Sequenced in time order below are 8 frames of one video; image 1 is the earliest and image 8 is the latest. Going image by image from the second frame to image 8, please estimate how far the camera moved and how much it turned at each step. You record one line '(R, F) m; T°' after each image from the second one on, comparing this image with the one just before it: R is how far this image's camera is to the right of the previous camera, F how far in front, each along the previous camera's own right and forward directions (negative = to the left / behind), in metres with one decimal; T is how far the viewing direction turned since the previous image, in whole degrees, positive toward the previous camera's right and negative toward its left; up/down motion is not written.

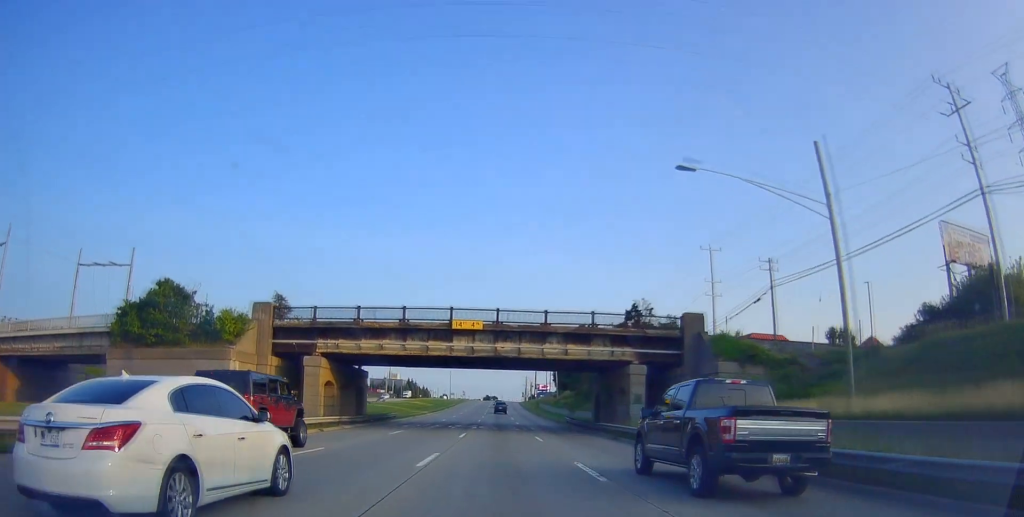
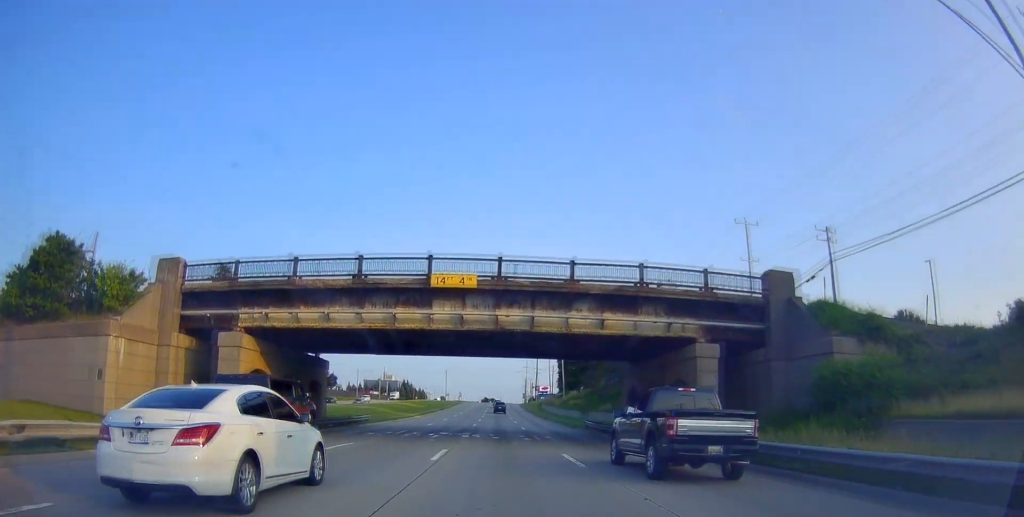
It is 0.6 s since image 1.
(-0.1, +12.6) m; 0°
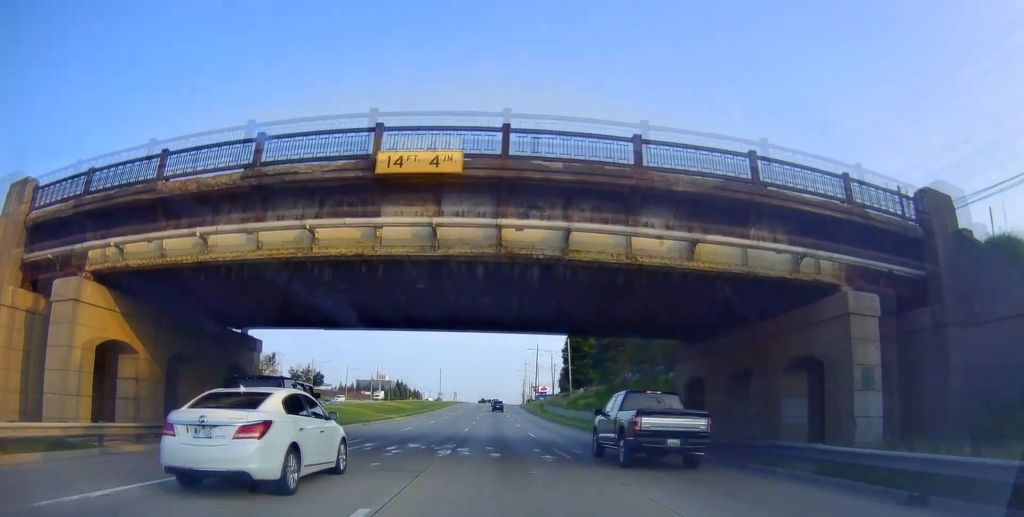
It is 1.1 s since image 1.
(-0.2, +11.9) m; 0°
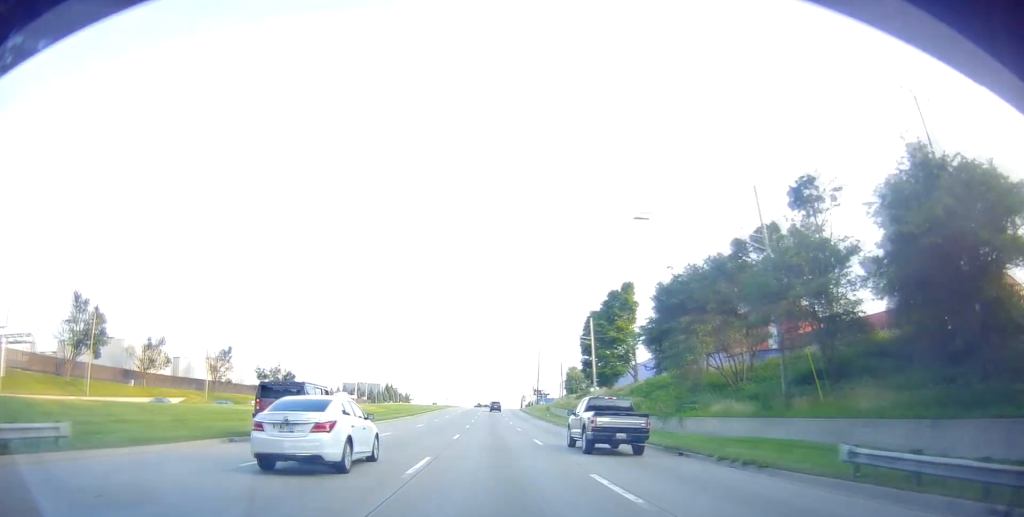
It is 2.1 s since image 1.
(+0.3, +23.1) m; -1°
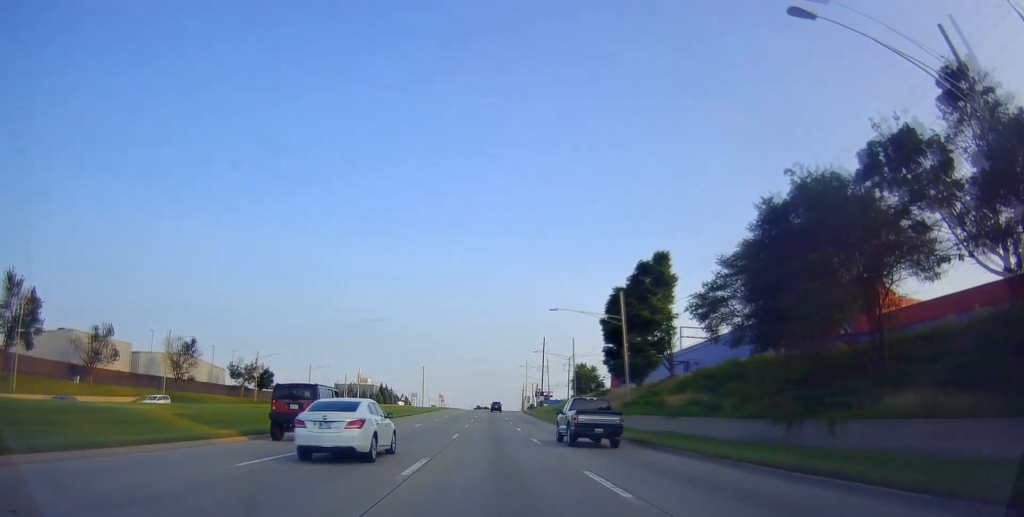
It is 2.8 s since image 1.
(-0.6, +15.7) m; 0°
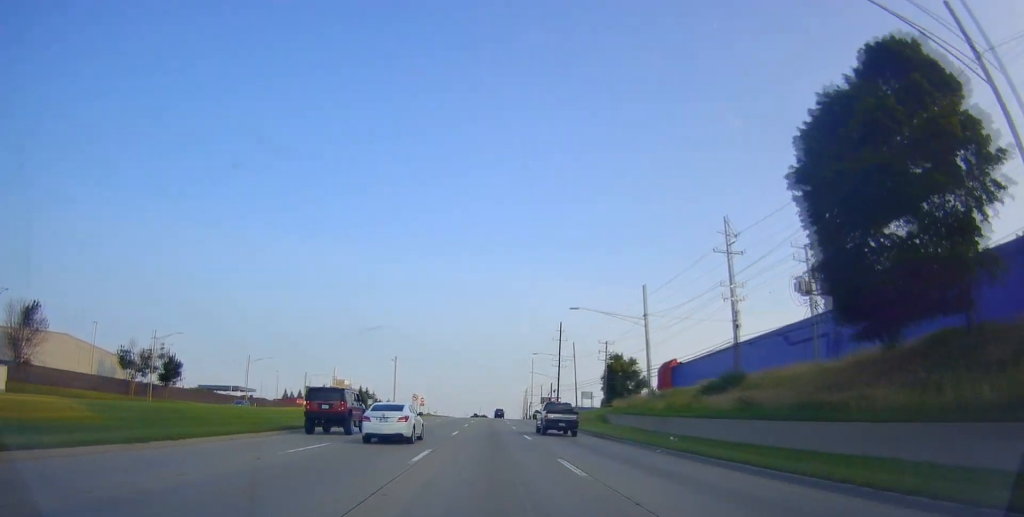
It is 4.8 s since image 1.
(+0.1, +43.7) m; 0°
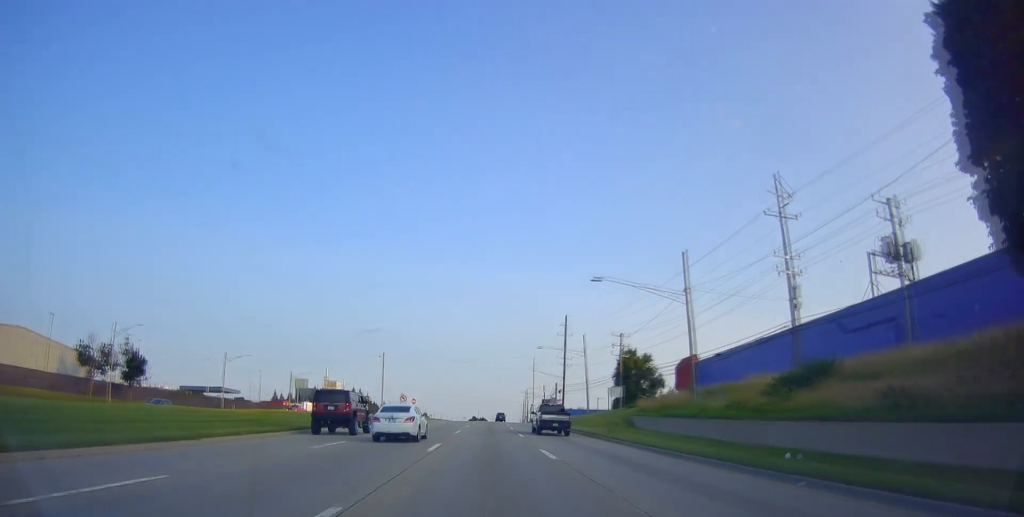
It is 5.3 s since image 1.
(-0.1, +11.3) m; 0°
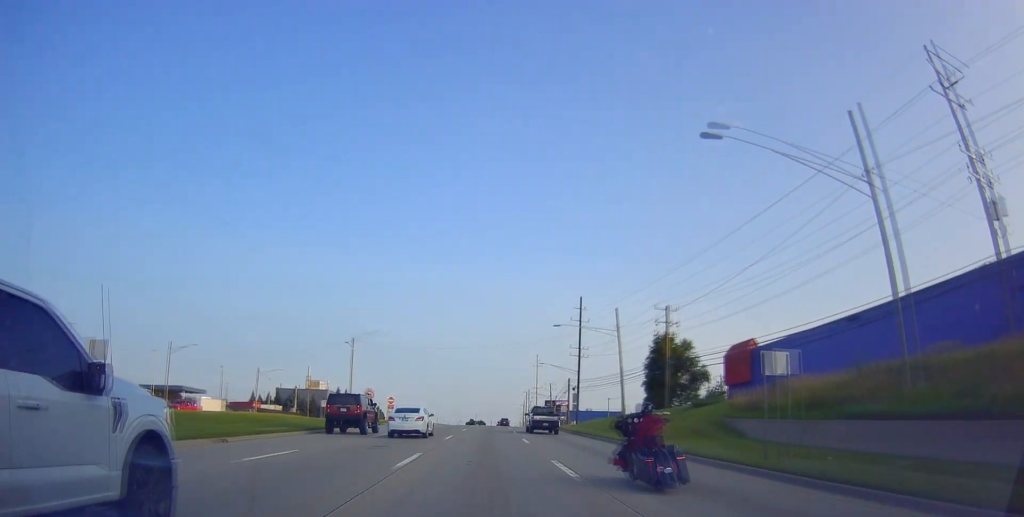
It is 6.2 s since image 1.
(+0.6, +21.6) m; +2°
